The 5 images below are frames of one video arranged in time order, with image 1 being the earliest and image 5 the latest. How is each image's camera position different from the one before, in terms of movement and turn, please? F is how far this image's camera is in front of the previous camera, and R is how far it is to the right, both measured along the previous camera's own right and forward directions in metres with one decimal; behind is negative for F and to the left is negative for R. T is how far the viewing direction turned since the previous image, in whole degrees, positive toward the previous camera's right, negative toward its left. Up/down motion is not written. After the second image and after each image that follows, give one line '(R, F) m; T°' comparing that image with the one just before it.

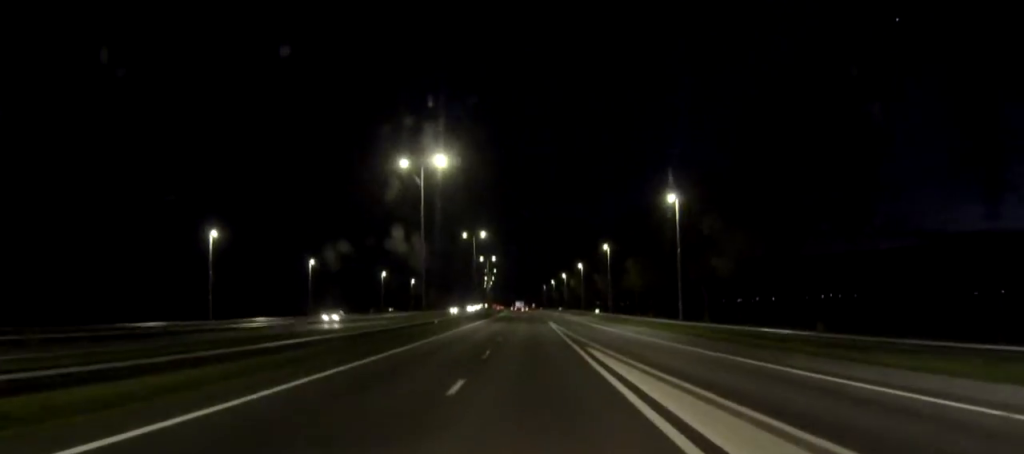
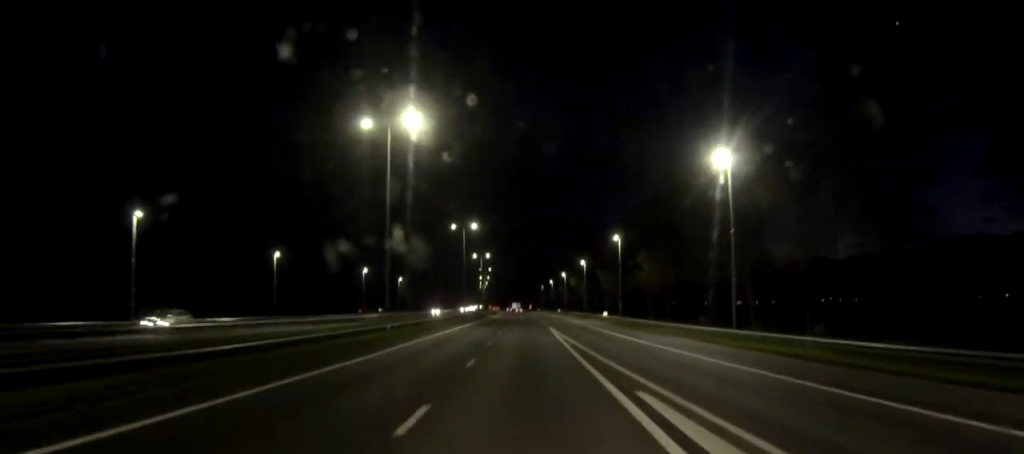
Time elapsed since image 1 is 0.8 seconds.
(0.0, +16.8) m; 0°
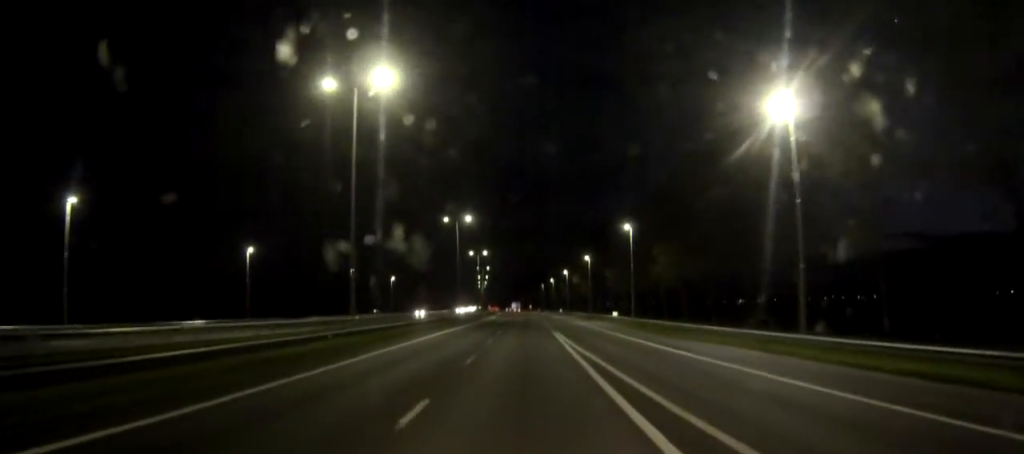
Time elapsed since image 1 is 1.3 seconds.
(0.0, +11.2) m; 0°
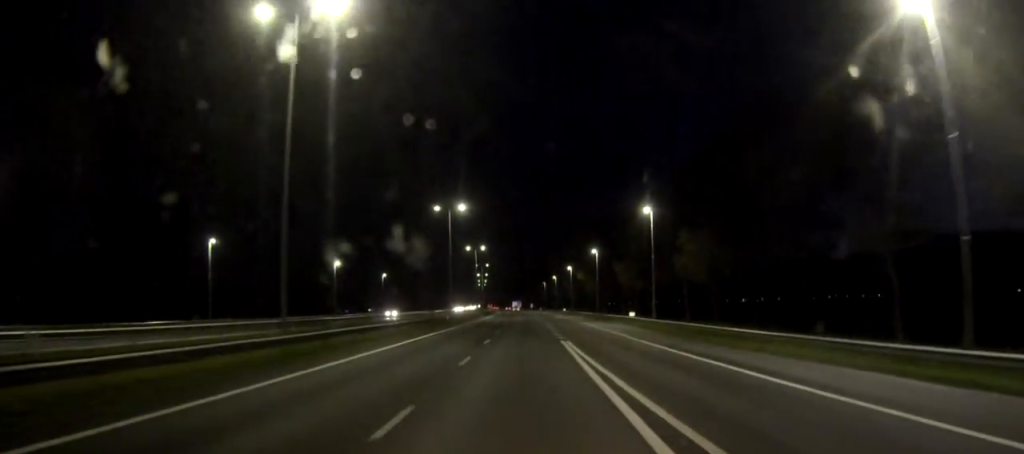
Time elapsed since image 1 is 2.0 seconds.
(0.0, +13.3) m; 0°
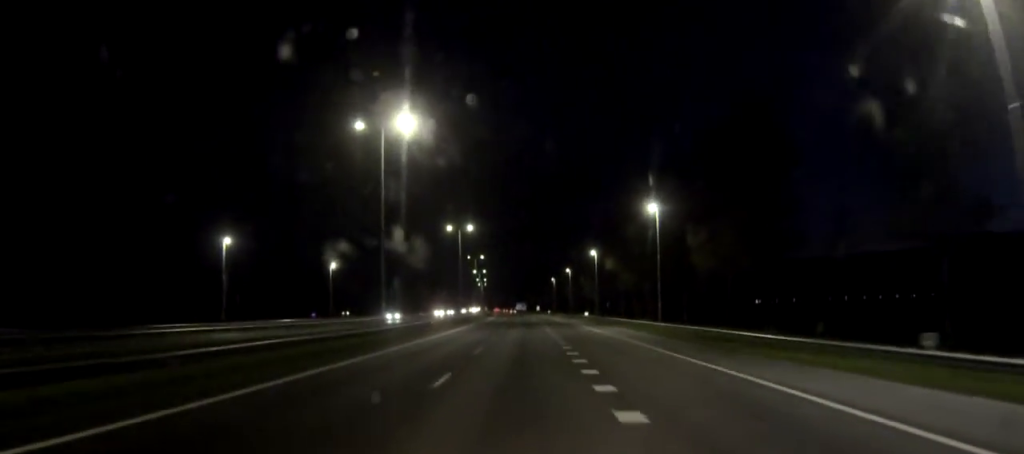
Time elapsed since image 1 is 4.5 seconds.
(0.0, +53.0) m; 0°
